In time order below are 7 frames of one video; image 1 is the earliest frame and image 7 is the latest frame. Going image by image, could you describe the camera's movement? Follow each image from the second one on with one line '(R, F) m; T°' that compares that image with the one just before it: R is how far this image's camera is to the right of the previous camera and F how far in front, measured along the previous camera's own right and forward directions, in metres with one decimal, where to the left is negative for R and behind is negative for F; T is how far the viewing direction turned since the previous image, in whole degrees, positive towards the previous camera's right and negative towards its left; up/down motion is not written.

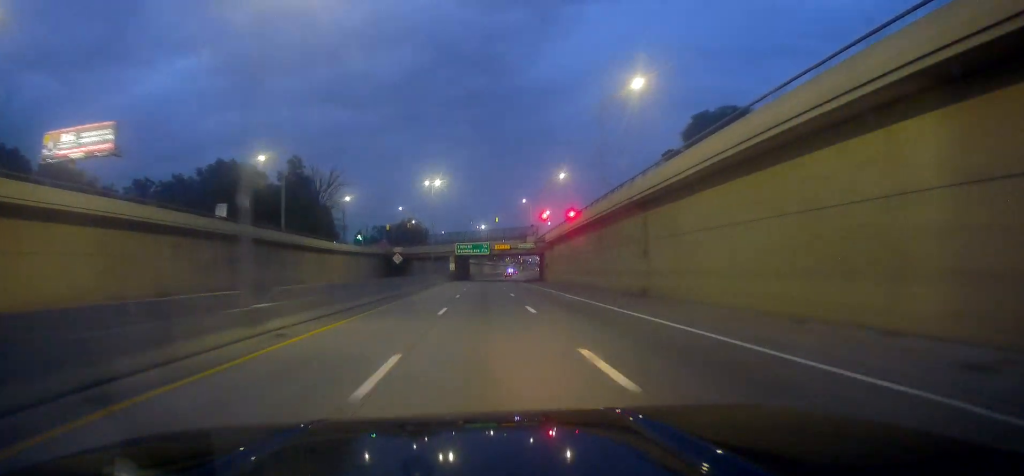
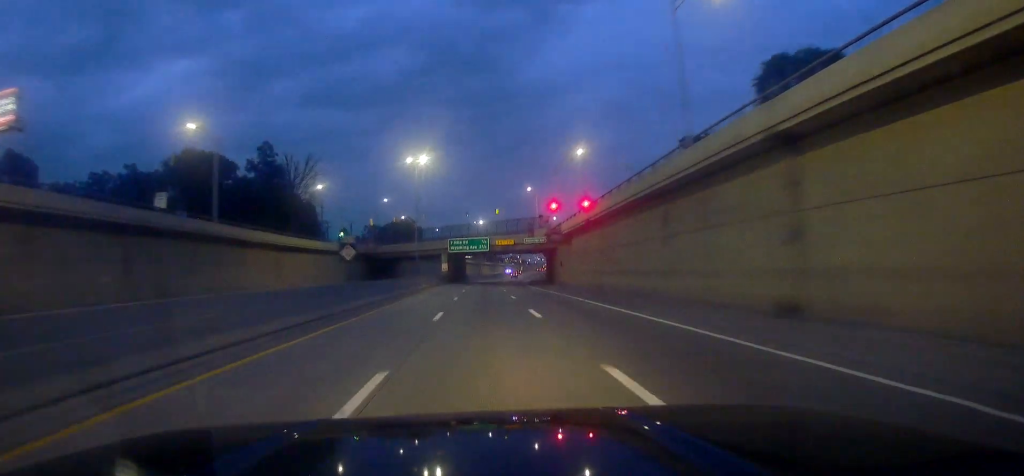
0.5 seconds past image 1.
(-0.2, +17.6) m; 0°
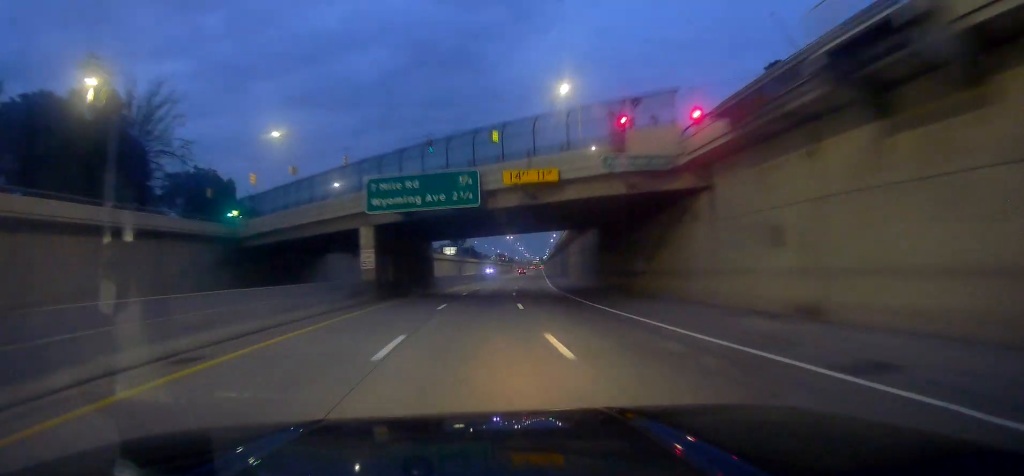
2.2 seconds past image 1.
(+0.1, +55.5) m; 0°
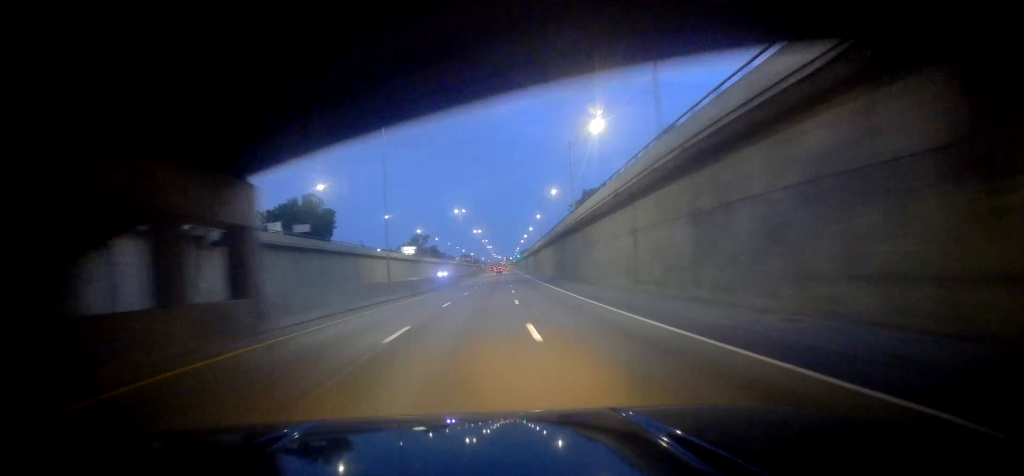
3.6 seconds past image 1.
(-0.3, +43.3) m; +1°
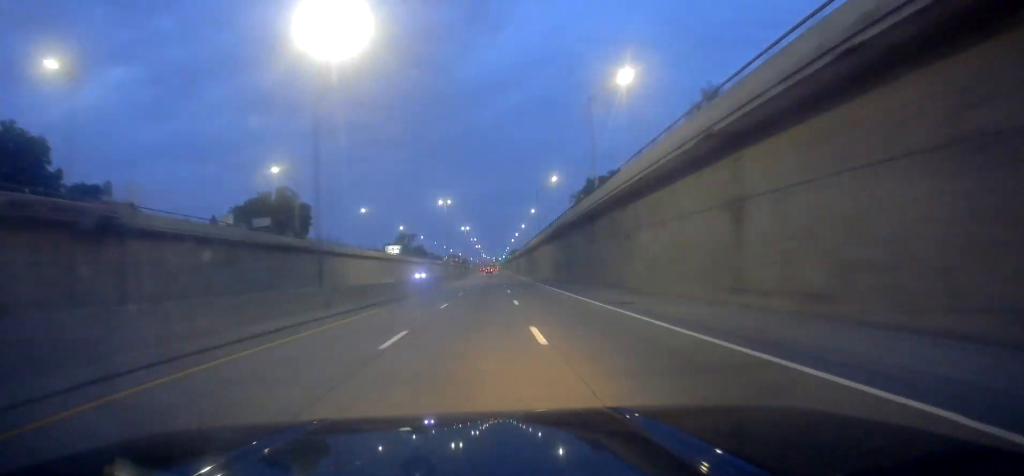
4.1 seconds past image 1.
(+0.2, +16.2) m; +1°
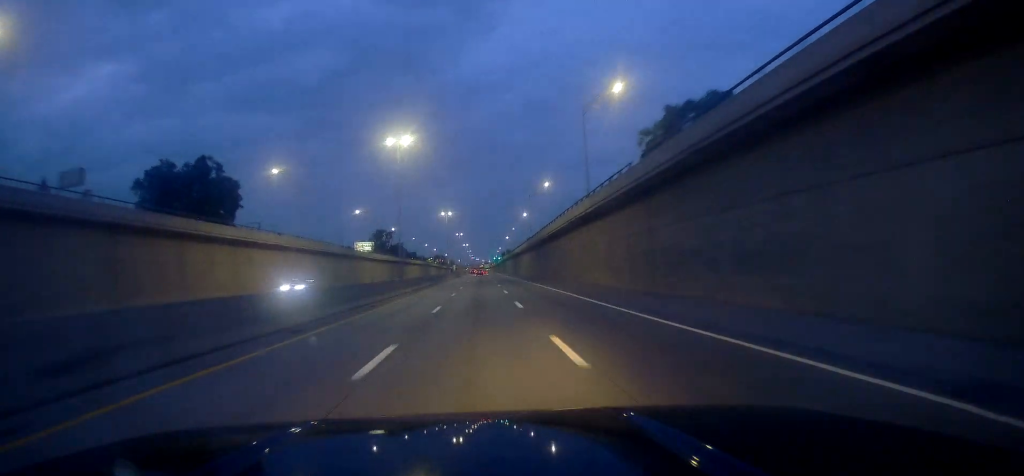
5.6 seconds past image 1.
(+1.9, +50.5) m; +4°
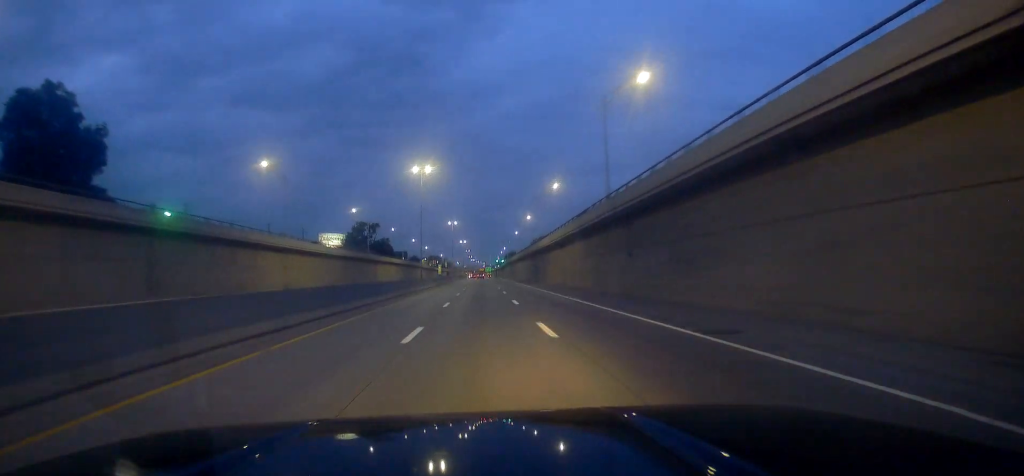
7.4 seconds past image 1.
(+0.7, +56.4) m; +2°
